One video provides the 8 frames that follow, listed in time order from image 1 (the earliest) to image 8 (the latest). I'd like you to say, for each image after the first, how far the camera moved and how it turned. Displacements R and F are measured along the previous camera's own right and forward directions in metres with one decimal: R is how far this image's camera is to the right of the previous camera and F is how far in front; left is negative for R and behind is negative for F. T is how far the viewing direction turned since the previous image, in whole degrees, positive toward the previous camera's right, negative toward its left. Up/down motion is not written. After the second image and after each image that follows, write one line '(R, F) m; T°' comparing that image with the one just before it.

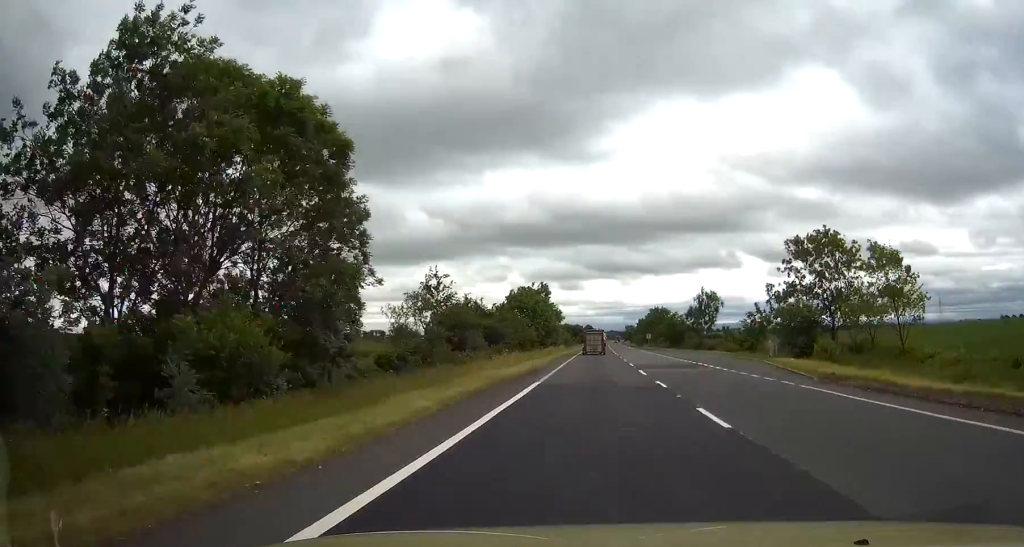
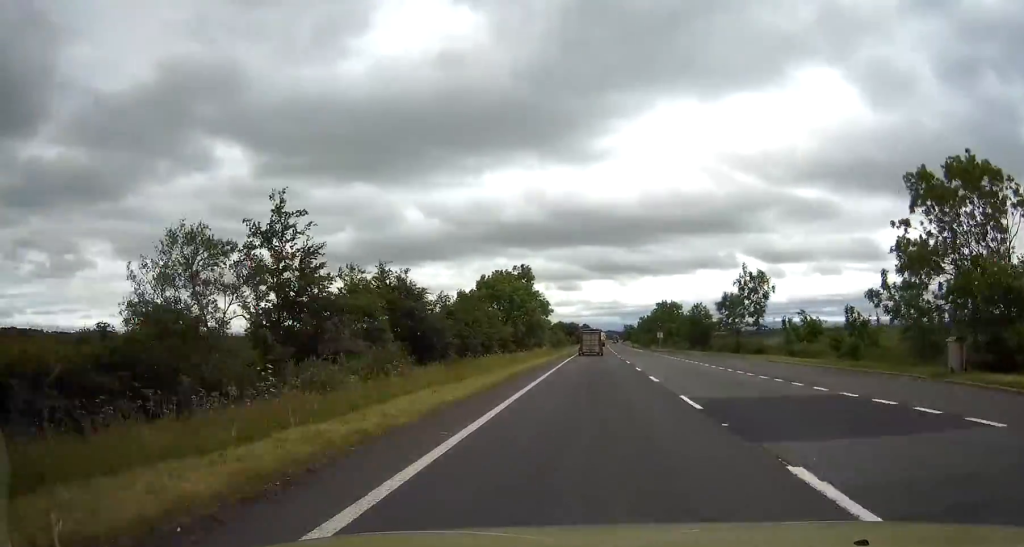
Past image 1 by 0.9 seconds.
(0.0, +24.3) m; 0°
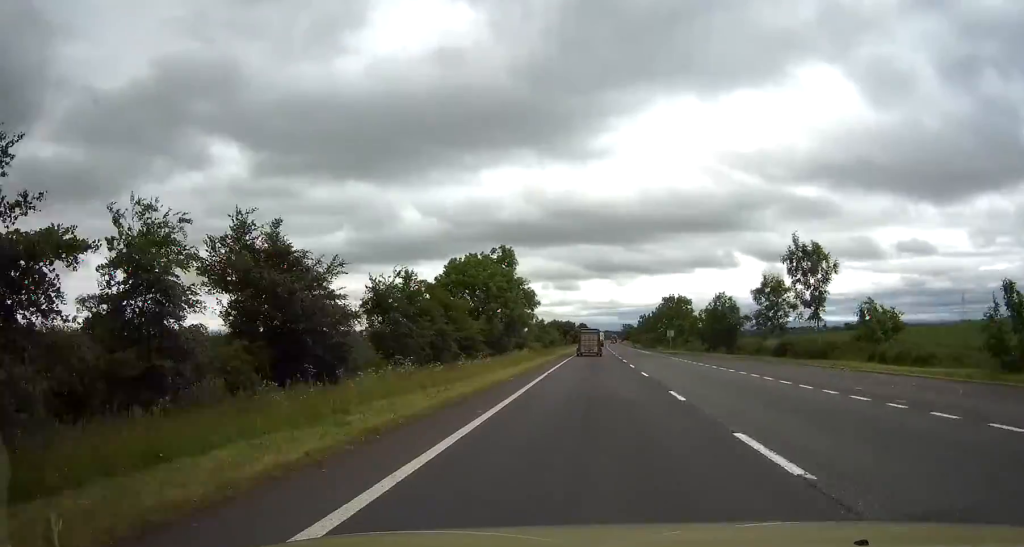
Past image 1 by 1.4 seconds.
(0.0, +15.8) m; 0°
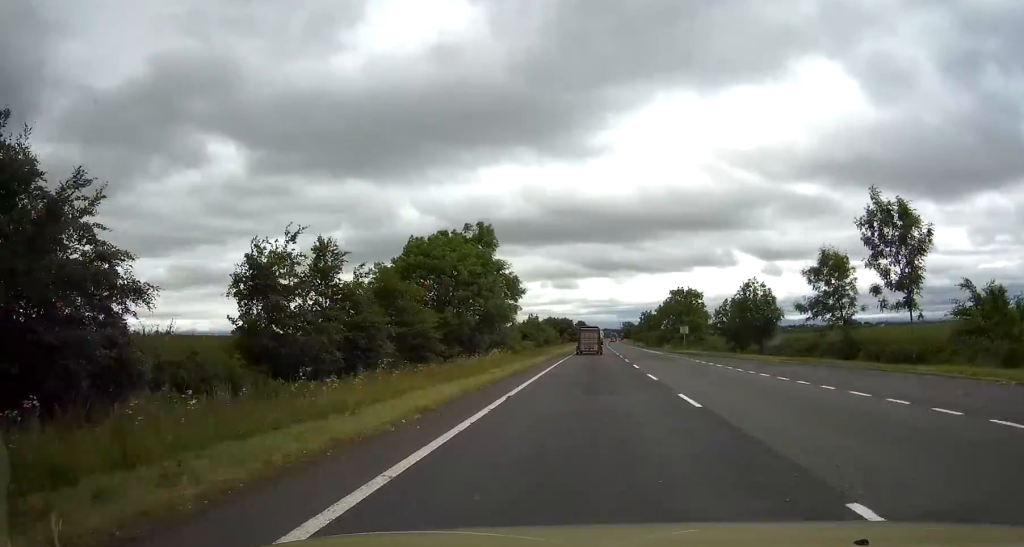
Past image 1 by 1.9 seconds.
(0.0, +13.0) m; 0°
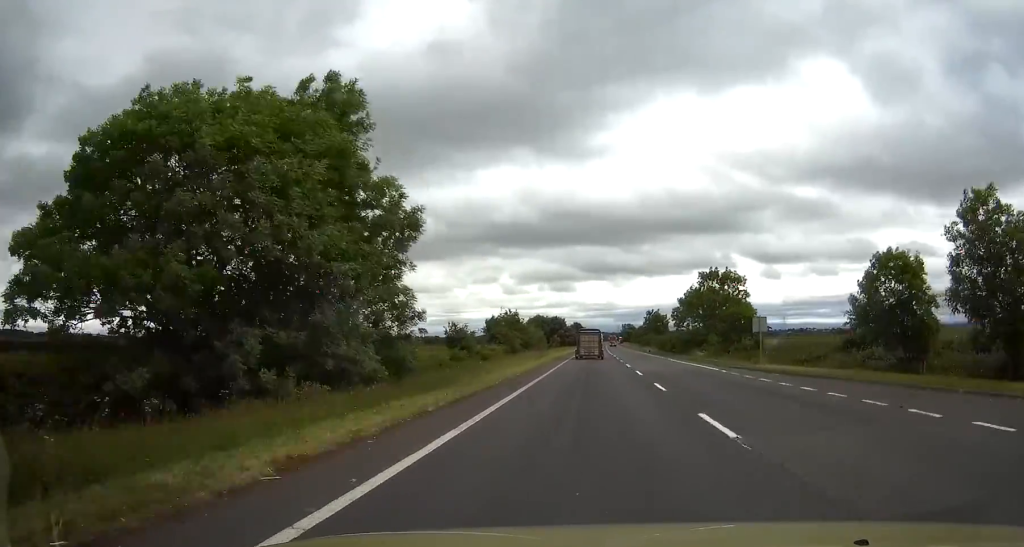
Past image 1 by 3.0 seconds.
(0.0, +31.3) m; 0°
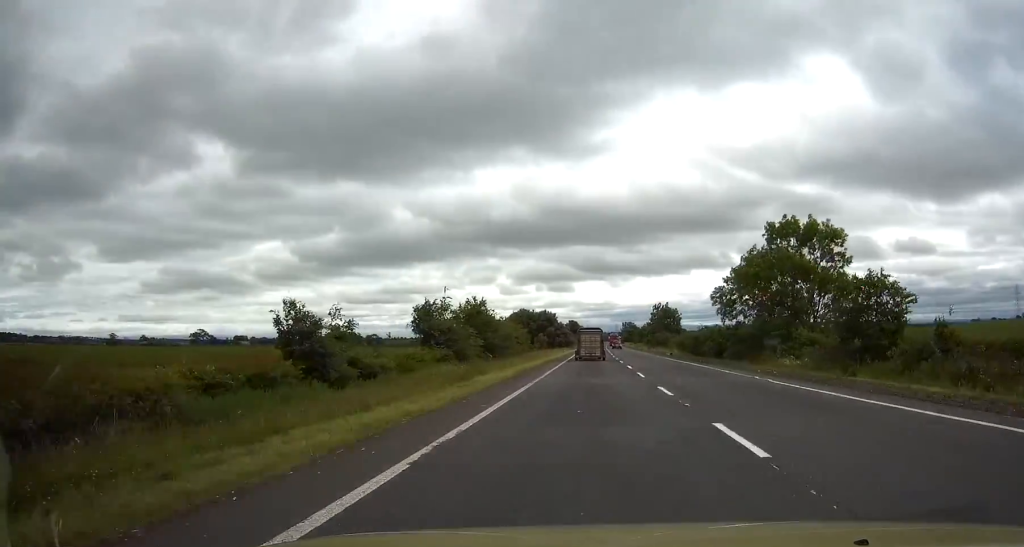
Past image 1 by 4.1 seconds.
(+0.1, +29.9) m; +1°
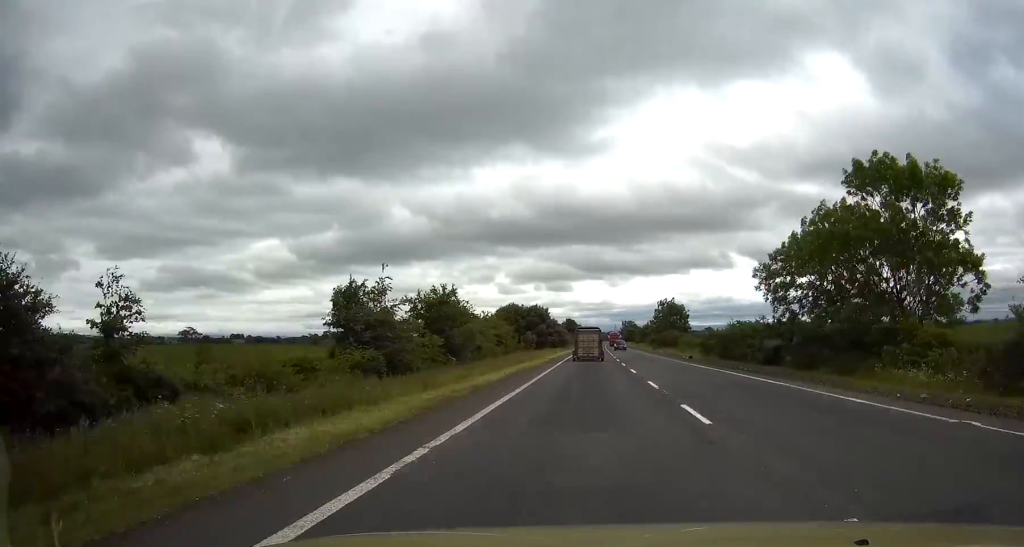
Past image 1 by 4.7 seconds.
(0.0, +15.2) m; 0°
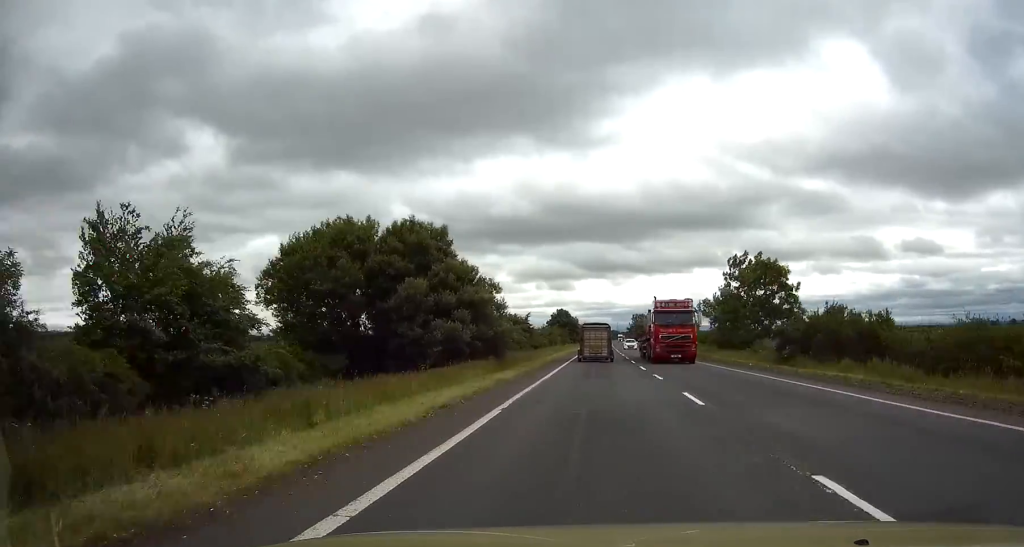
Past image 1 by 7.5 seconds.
(+0.2, +73.6) m; +1°
